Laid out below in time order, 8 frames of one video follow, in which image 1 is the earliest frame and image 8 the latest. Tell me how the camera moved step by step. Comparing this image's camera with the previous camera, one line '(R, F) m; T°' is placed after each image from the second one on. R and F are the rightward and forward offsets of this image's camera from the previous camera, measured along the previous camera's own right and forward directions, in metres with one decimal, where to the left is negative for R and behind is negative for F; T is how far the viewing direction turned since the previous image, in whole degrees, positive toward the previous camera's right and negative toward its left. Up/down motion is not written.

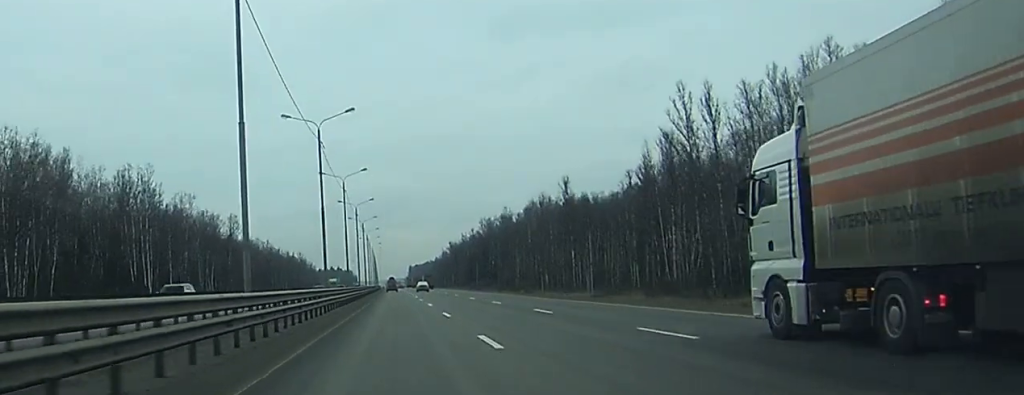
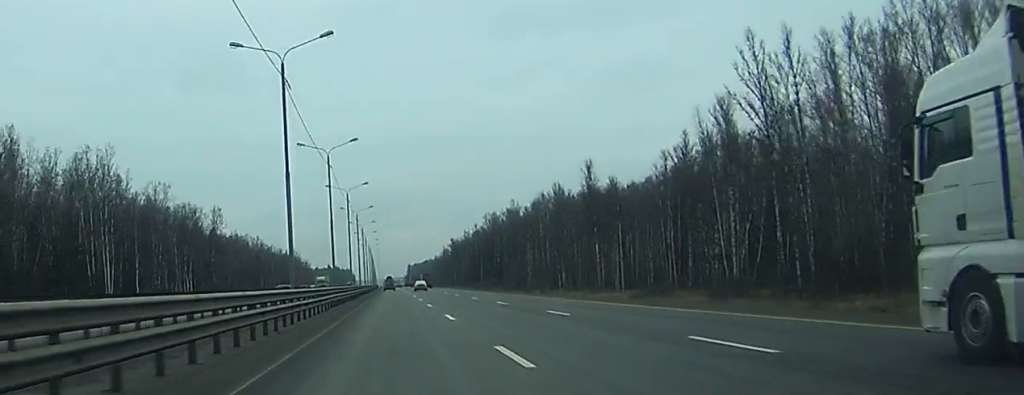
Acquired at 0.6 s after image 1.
(0.0, +19.8) m; 0°
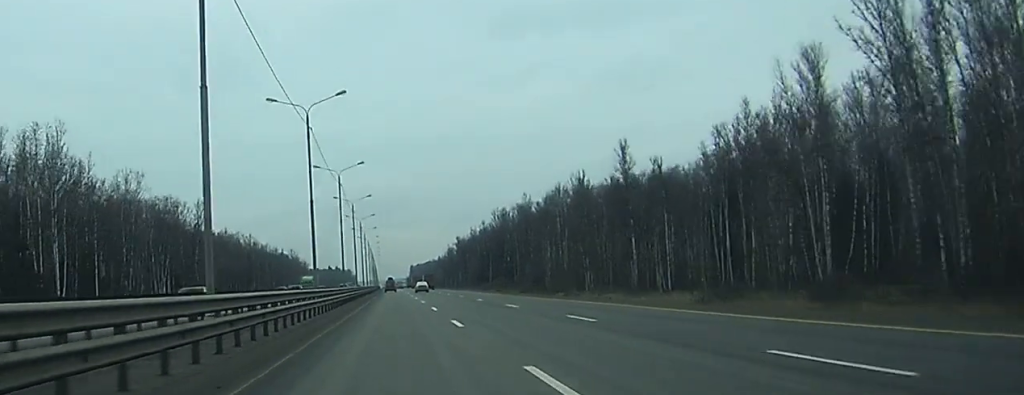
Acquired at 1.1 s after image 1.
(0.0, +19.7) m; 0°
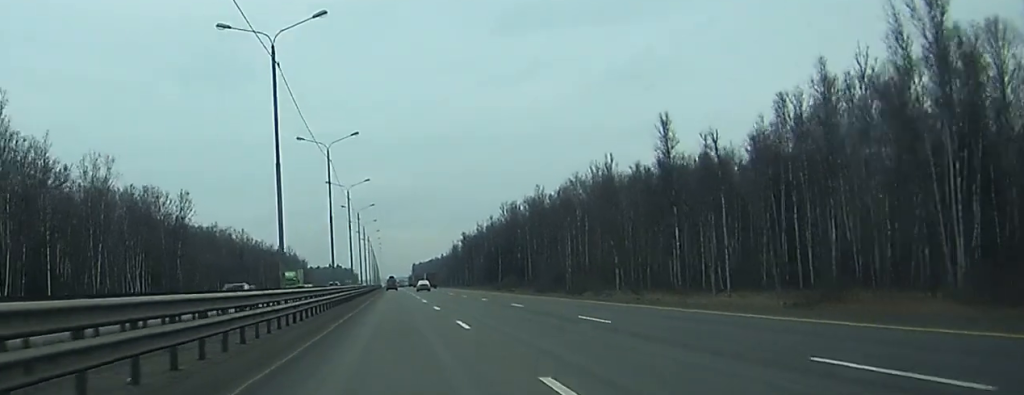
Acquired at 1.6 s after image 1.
(0.0, +17.4) m; 0°
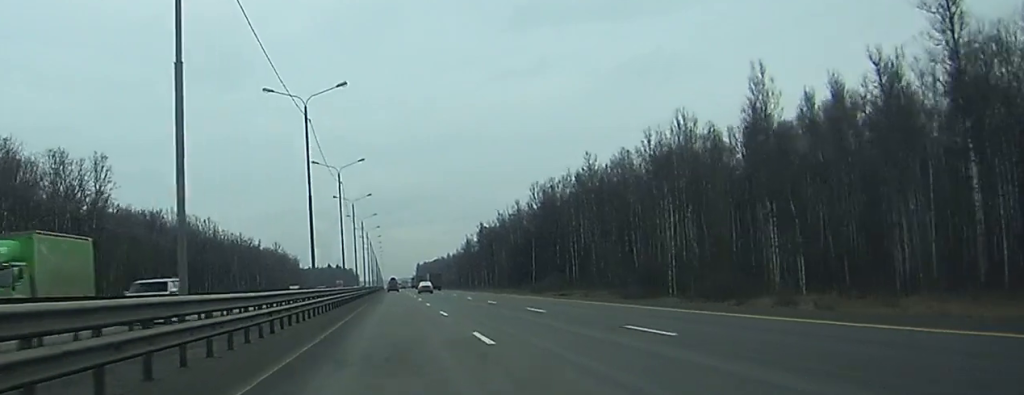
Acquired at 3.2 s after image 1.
(0.0, +53.3) m; 0°
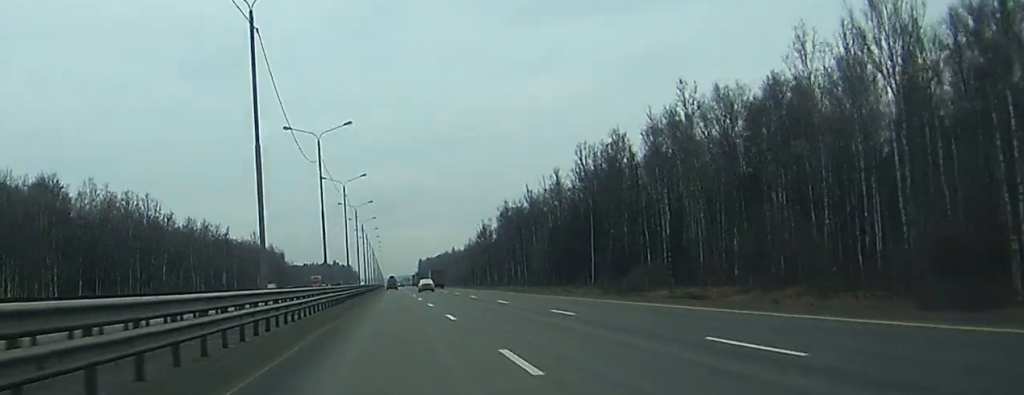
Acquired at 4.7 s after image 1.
(0.0, +54.1) m; 0°
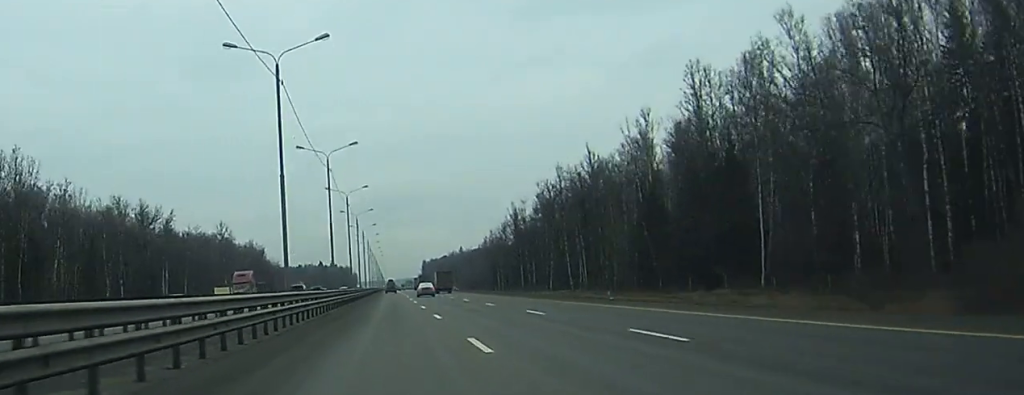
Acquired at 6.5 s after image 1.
(0.0, +59.5) m; 0°
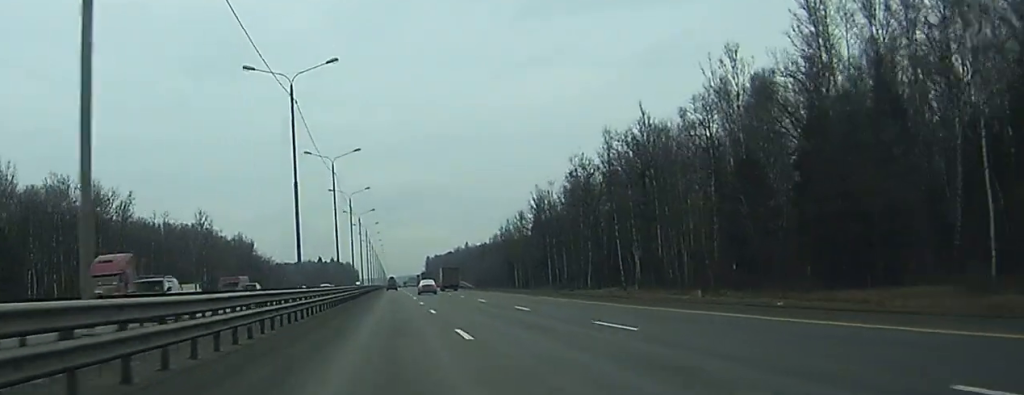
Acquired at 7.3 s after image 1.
(0.0, +28.5) m; 0°
